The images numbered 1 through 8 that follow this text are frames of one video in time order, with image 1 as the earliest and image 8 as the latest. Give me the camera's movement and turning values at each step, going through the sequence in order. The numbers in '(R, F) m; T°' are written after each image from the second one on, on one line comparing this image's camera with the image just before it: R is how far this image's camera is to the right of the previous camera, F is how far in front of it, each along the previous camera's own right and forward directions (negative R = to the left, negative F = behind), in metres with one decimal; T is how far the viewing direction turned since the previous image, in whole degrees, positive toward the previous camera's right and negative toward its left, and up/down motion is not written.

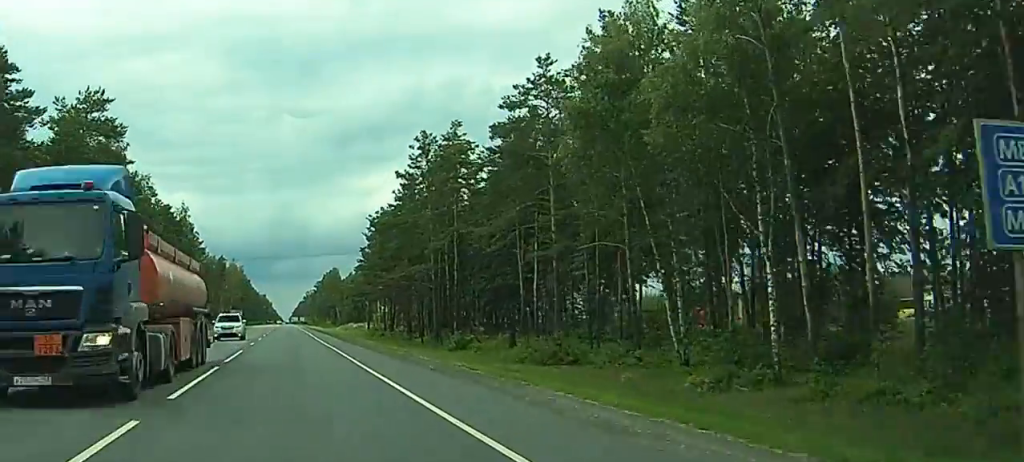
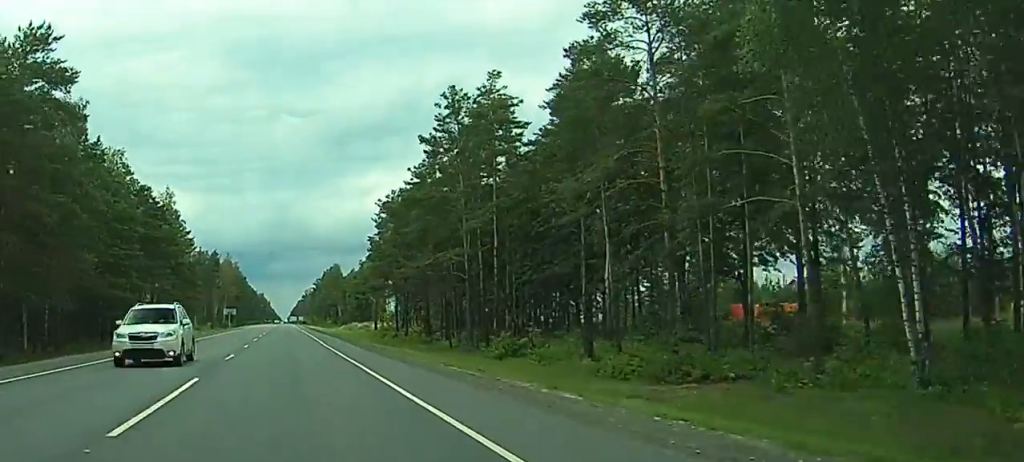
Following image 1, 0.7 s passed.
(0.0, +16.4) m; 0°
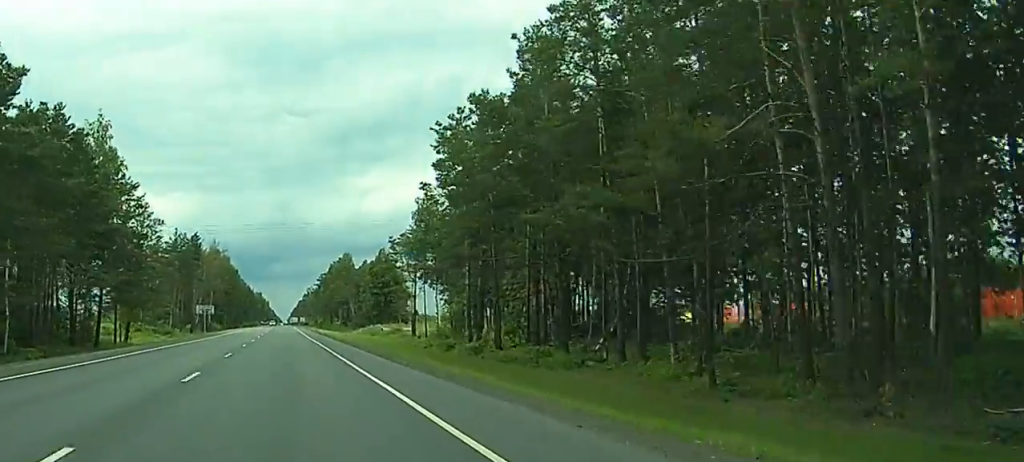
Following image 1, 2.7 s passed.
(-0.1, +46.5) m; 0°
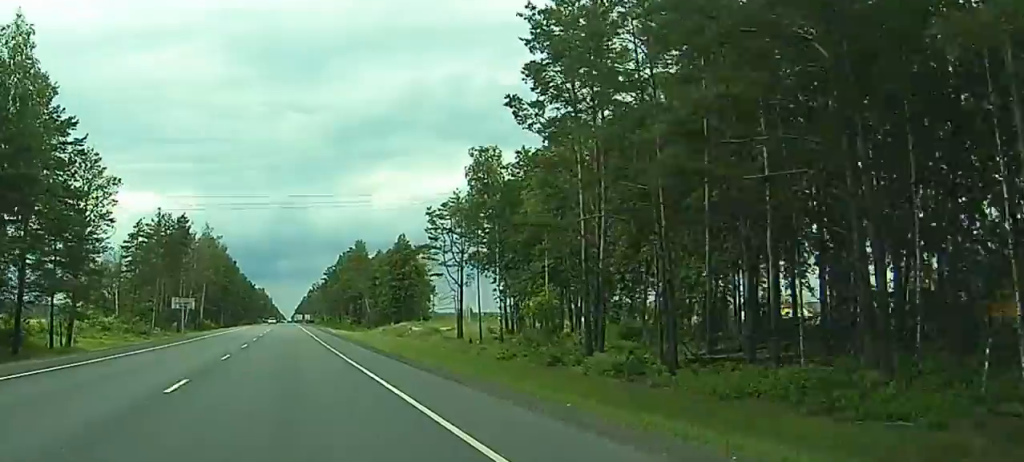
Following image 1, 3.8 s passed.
(0.0, +27.1) m; 0°
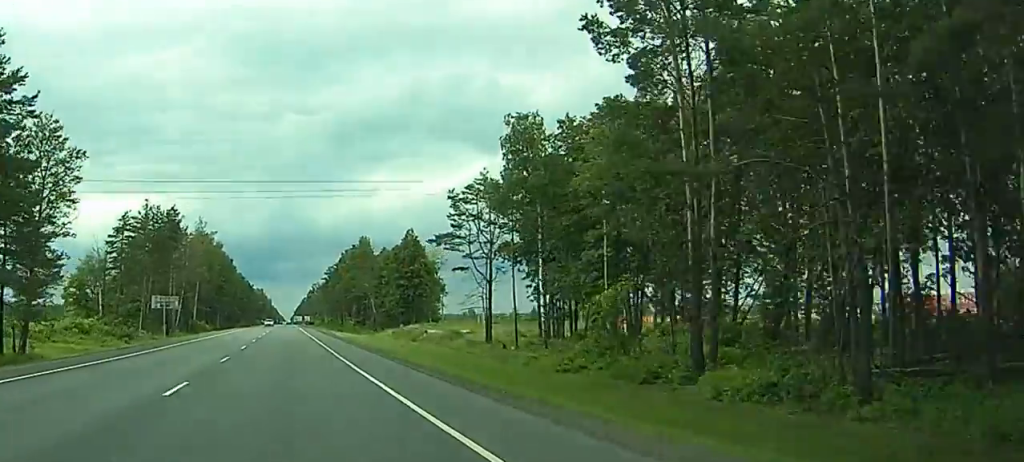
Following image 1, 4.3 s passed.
(0.0, +12.0) m; 0°
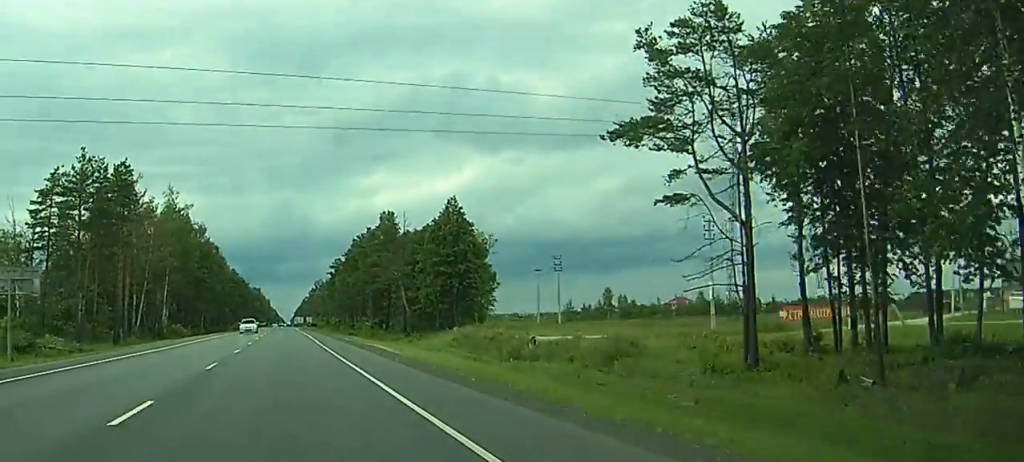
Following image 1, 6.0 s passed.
(+0.2, +40.4) m; 0°
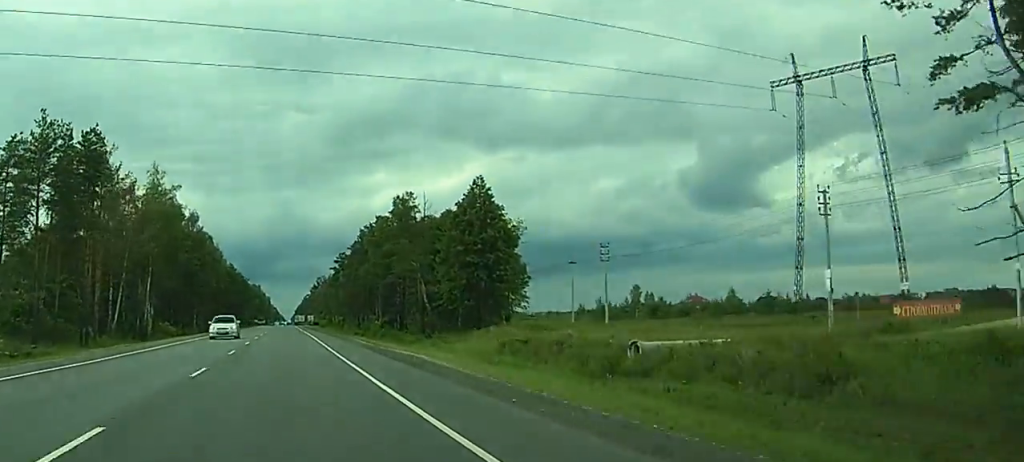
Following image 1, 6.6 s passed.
(-0.1, +15.5) m; -1°
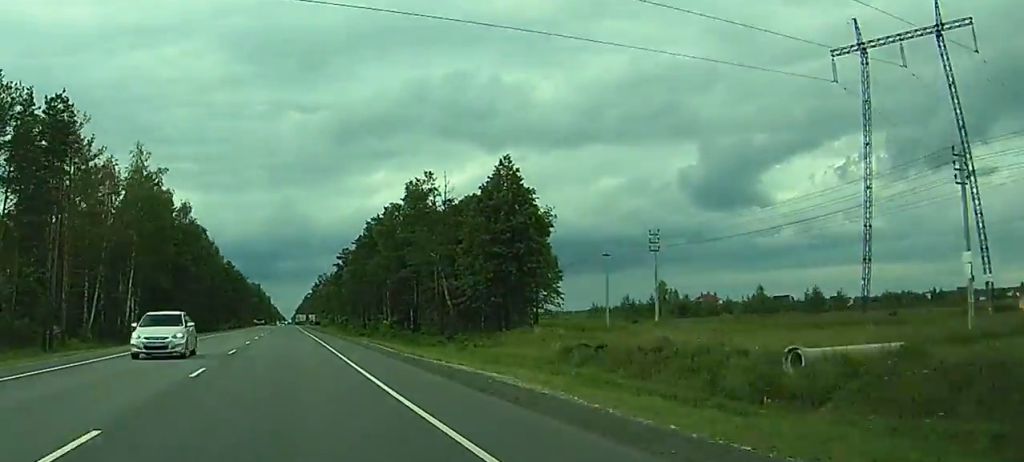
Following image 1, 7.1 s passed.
(-0.1, +12.2) m; -1°
